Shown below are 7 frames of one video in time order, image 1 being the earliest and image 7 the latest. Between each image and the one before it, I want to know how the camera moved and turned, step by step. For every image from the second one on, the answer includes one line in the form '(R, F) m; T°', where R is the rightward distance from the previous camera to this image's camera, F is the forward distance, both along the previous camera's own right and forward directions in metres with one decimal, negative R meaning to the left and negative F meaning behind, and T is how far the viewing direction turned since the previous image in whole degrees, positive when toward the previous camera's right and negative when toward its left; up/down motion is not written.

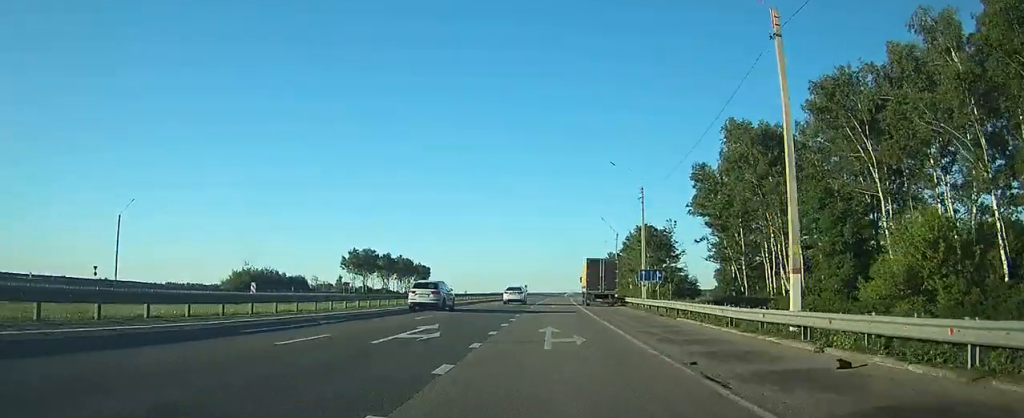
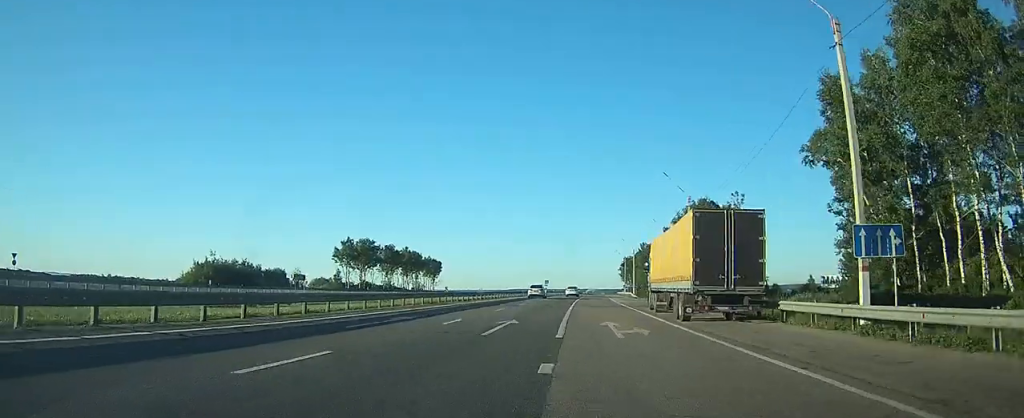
(-0.1, +27.3) m; -1°
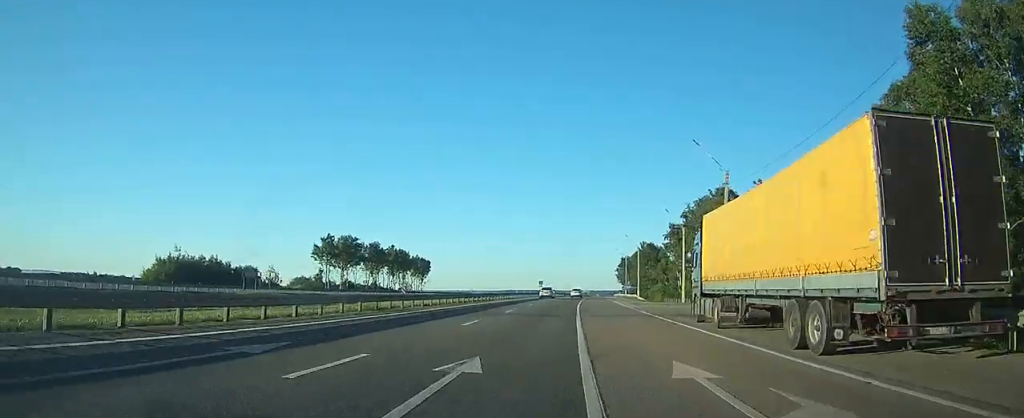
(-0.1, +11.6) m; 0°
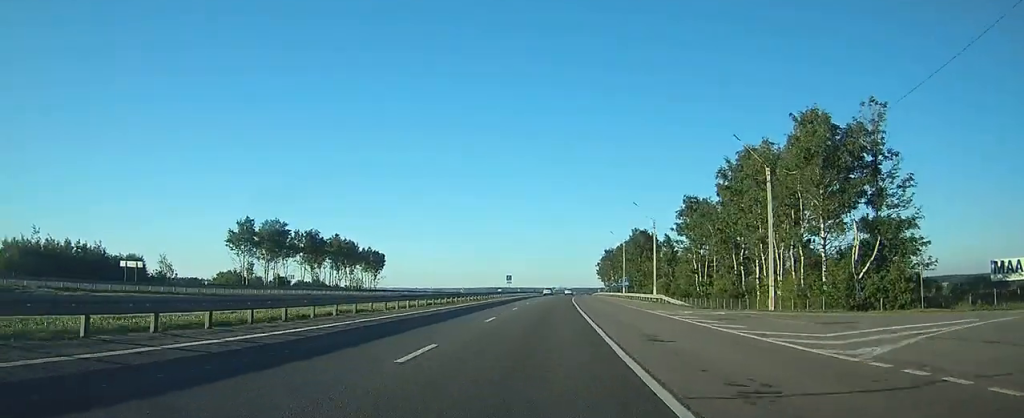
(+0.4, +33.5) m; +2°
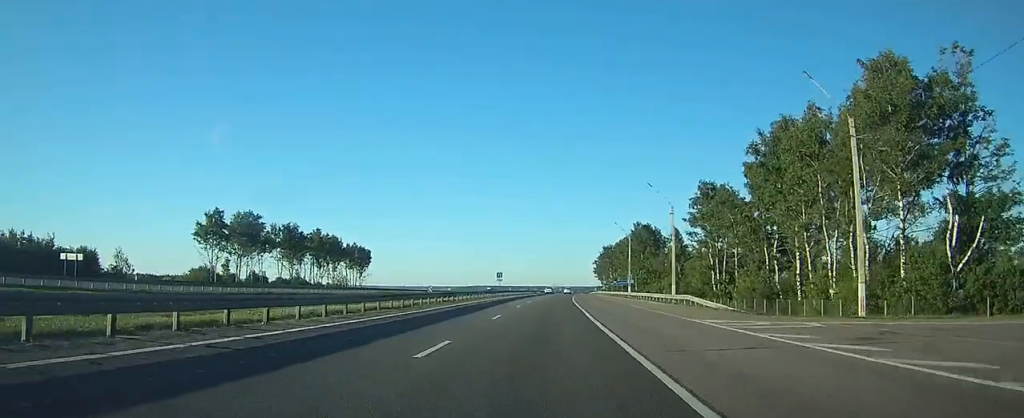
(0.0, +11.6) m; 0°
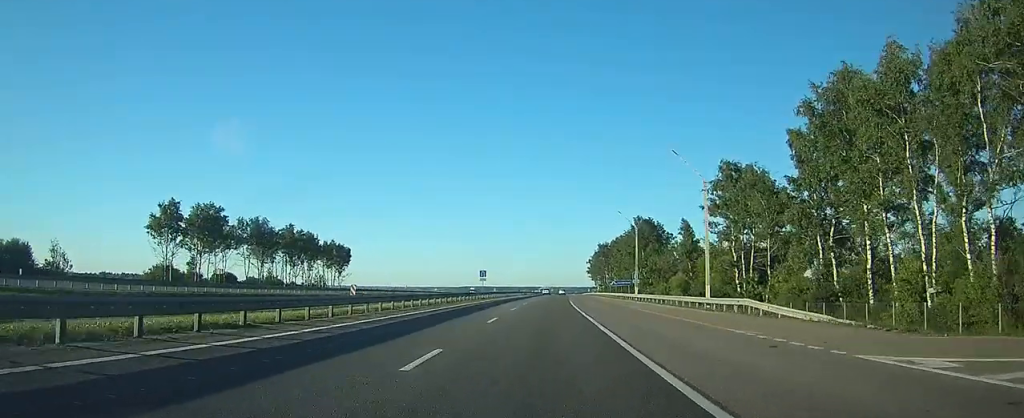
(0.0, +13.5) m; 0°
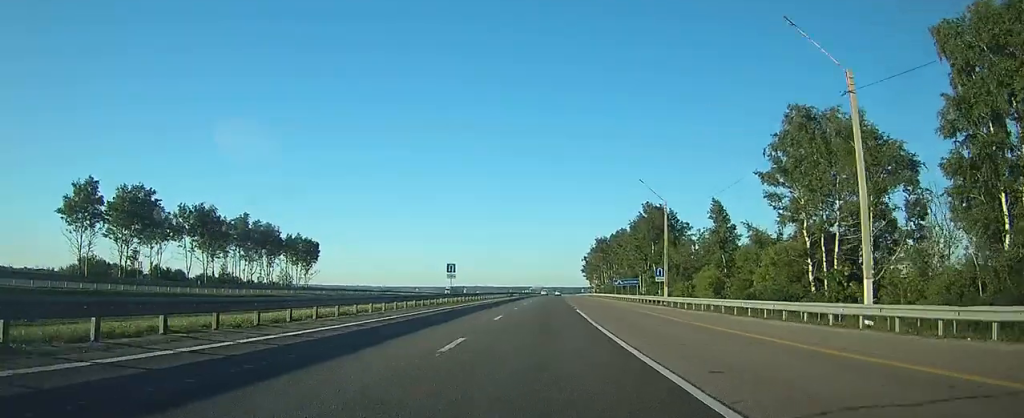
(+0.1, +21.3) m; +1°
